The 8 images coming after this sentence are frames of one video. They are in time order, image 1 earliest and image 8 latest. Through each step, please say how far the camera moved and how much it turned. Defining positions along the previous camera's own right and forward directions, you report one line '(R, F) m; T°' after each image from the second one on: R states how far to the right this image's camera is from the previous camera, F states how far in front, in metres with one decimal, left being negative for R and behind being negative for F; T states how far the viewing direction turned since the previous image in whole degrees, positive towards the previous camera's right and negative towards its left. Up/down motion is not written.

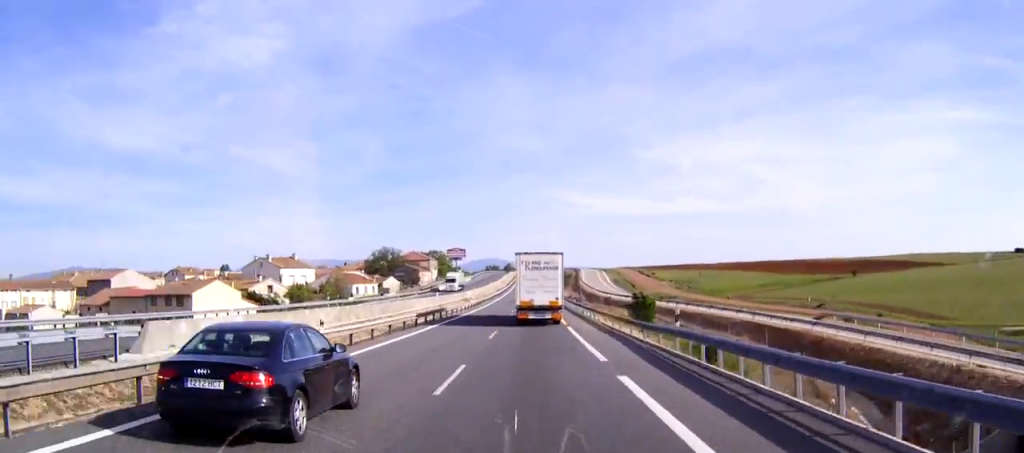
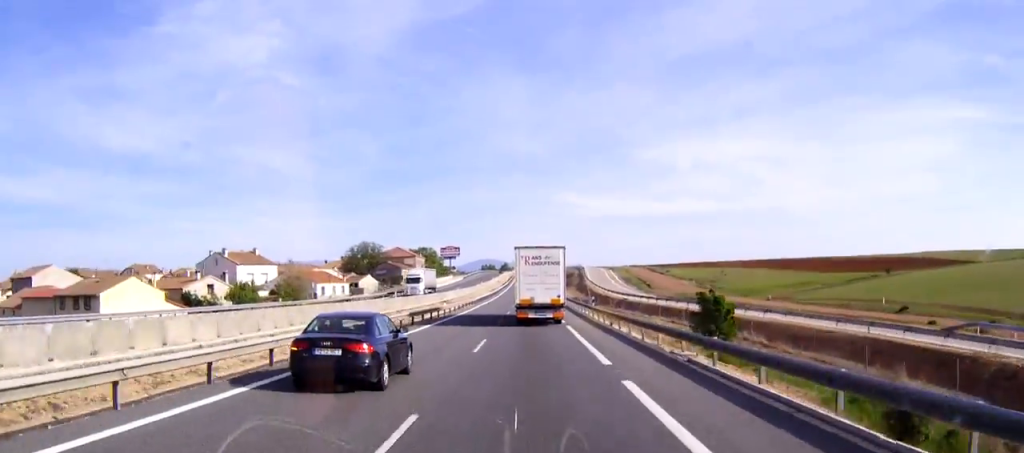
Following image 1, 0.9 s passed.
(0.0, +24.4) m; 0°
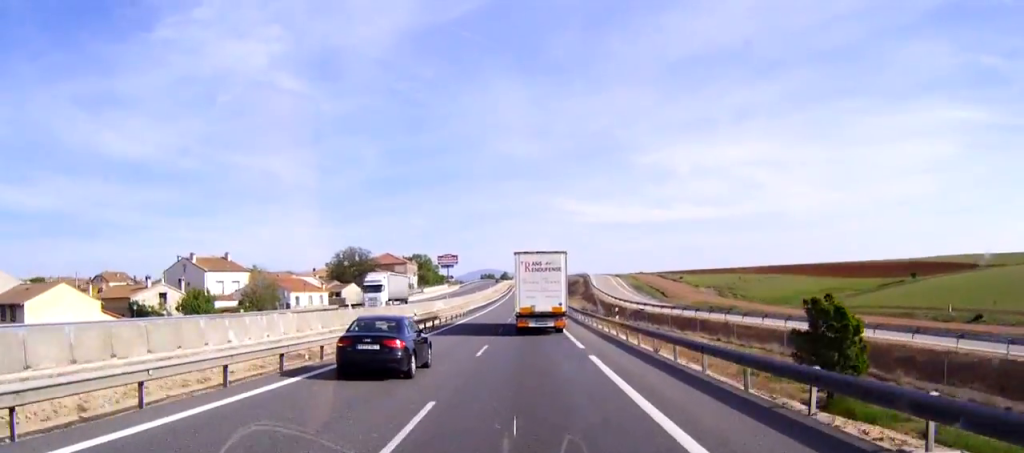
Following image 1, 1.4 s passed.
(0.0, +14.9) m; 0°
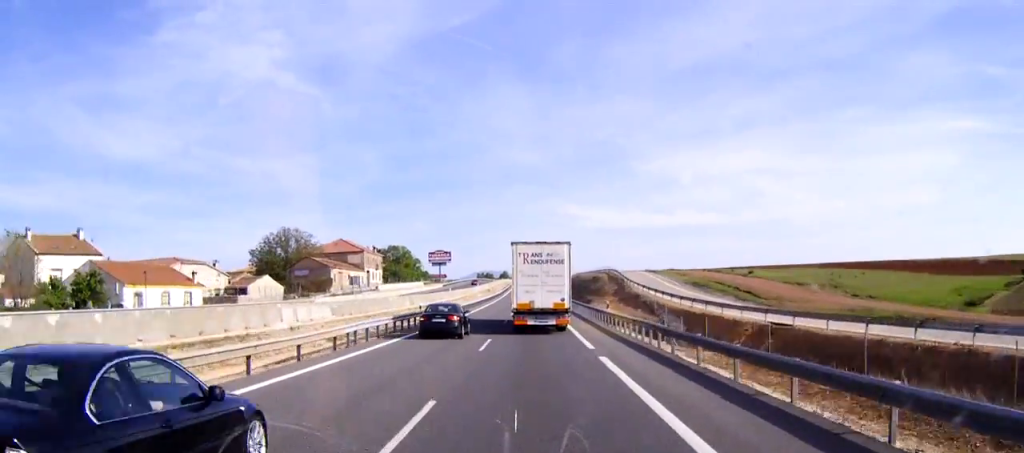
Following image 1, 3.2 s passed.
(0.0, +50.8) m; 0°
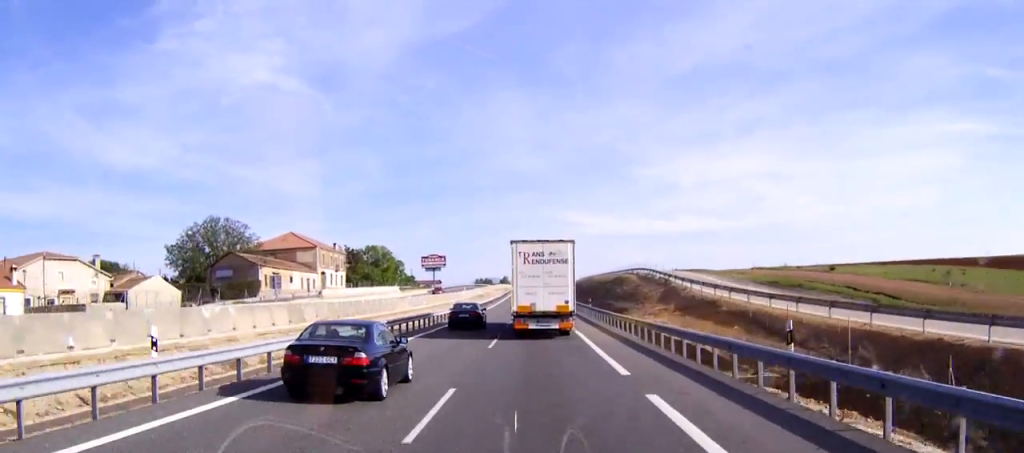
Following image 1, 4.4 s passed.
(0.0, +31.9) m; 0°
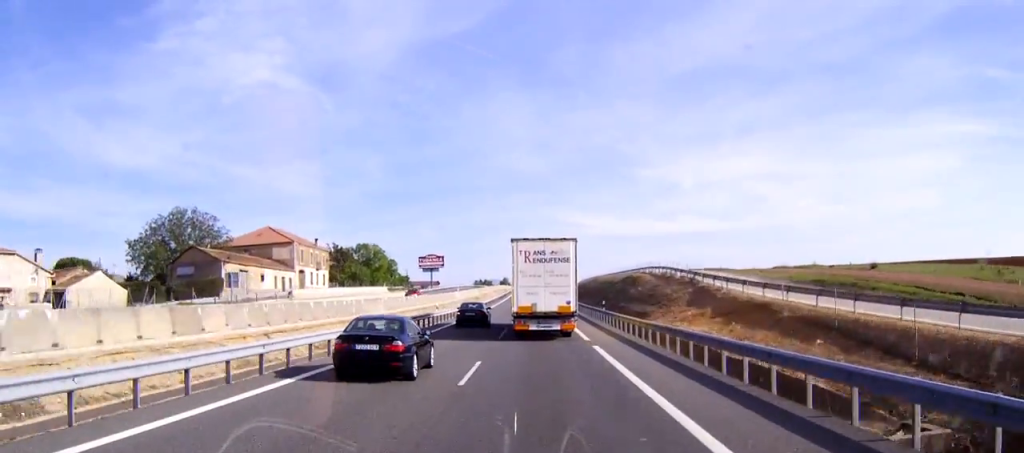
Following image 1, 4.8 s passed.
(0.0, +10.8) m; 0°
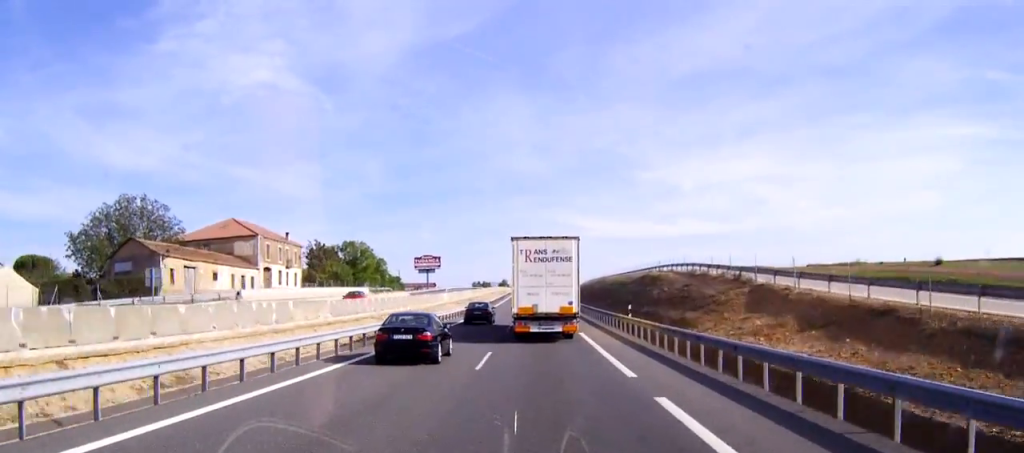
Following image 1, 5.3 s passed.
(0.0, +13.2) m; 0°
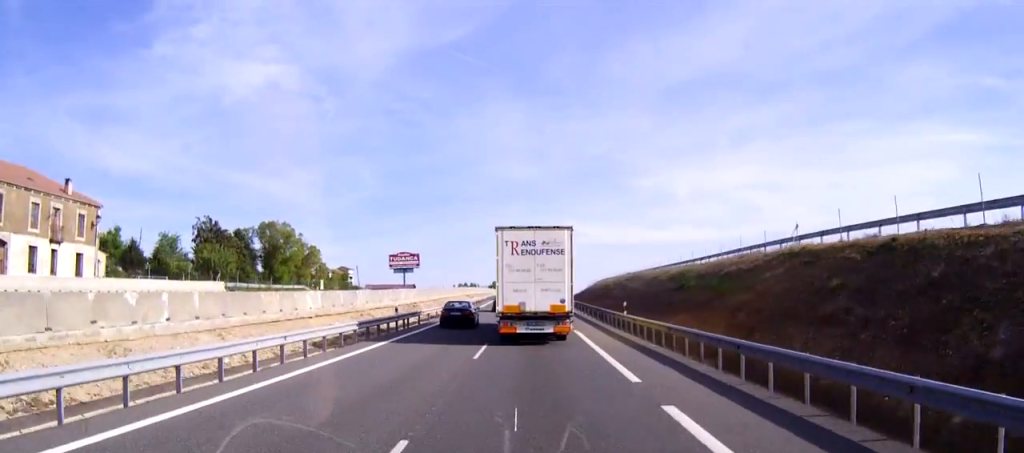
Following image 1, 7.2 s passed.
(+0.1, +48.5) m; 0°
